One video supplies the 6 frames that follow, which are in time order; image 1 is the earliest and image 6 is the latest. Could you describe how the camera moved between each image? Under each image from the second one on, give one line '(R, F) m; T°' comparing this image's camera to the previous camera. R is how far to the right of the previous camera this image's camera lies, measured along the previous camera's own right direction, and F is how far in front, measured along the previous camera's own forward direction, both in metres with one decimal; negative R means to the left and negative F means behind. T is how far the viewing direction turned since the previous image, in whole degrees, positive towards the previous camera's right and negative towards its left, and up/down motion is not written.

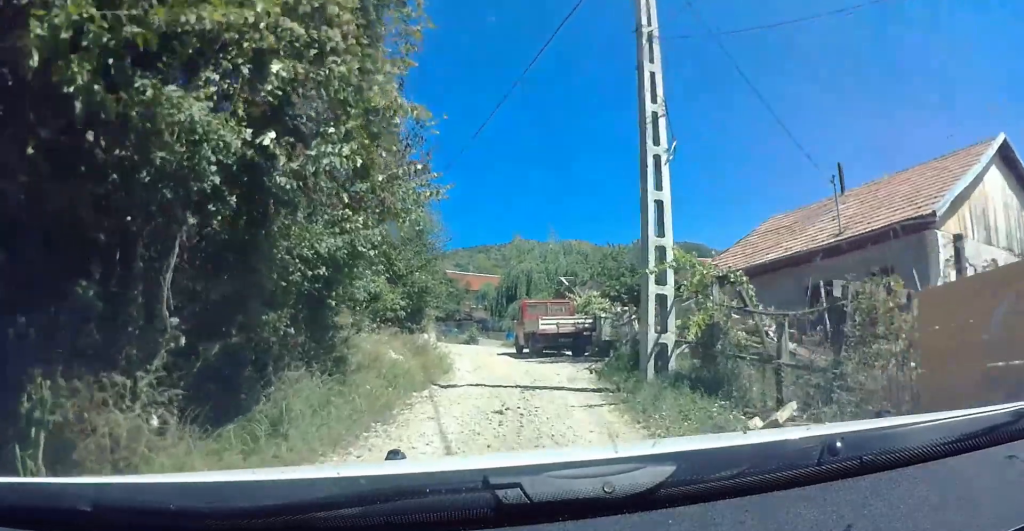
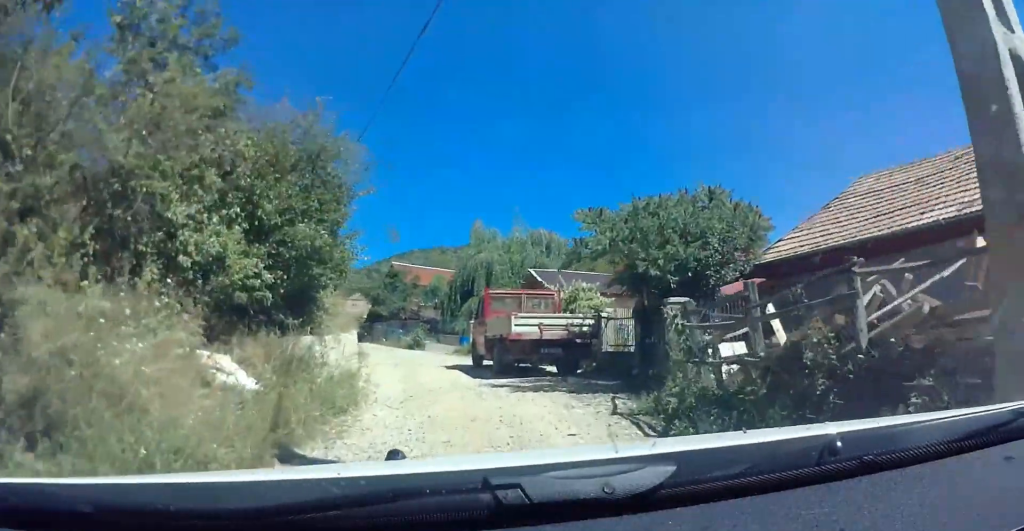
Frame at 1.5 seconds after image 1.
(0.0, +8.8) m; 0°
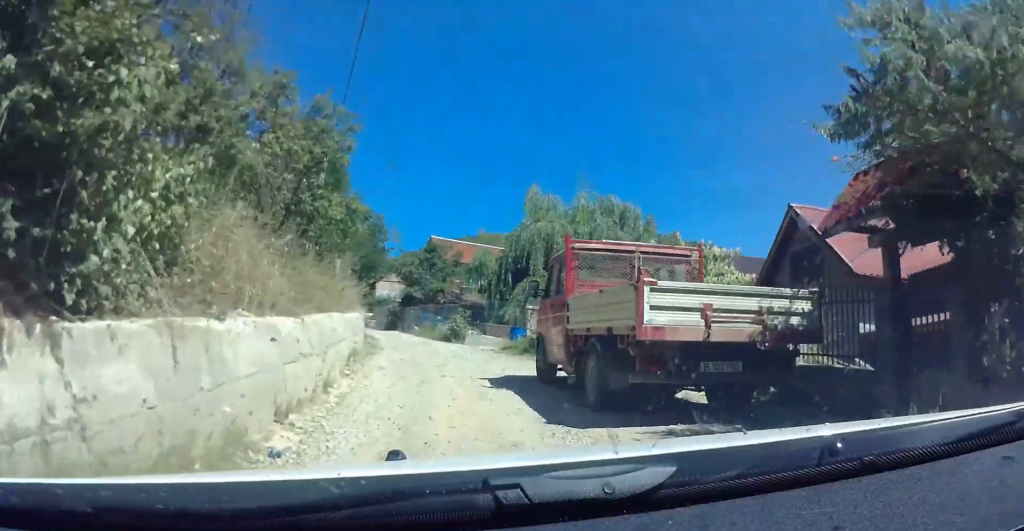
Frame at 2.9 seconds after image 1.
(0.0, +8.7) m; 0°
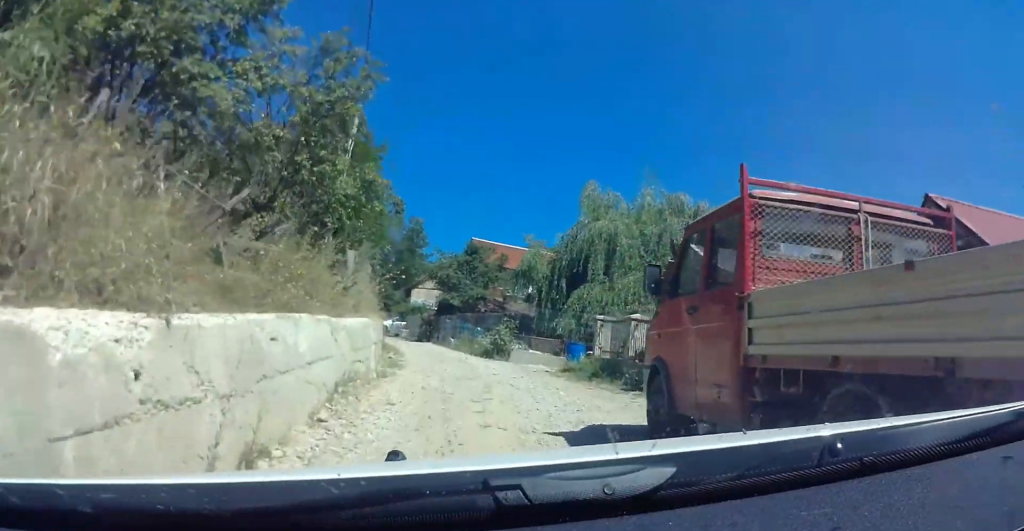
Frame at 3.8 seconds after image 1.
(0.0, +5.0) m; -3°
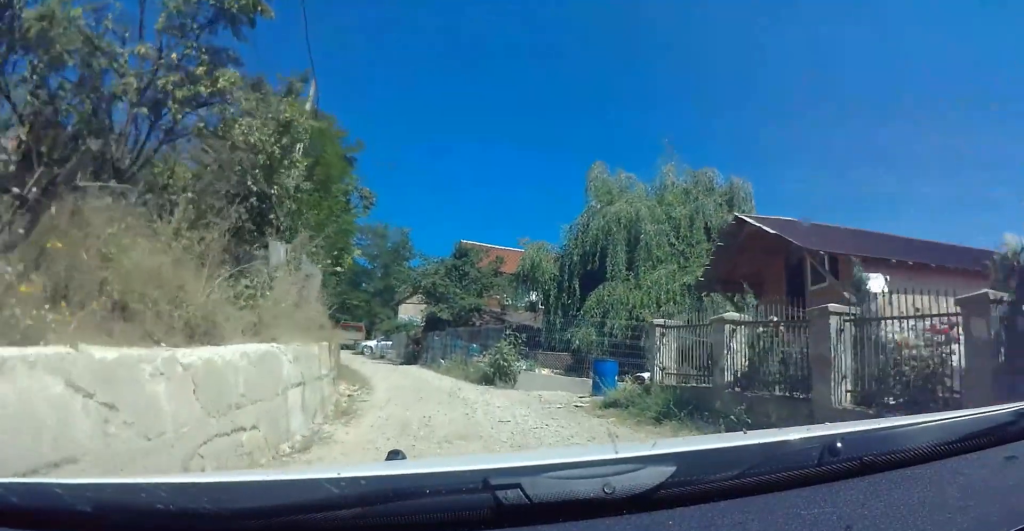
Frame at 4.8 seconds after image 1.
(-0.3, +5.5) m; -12°
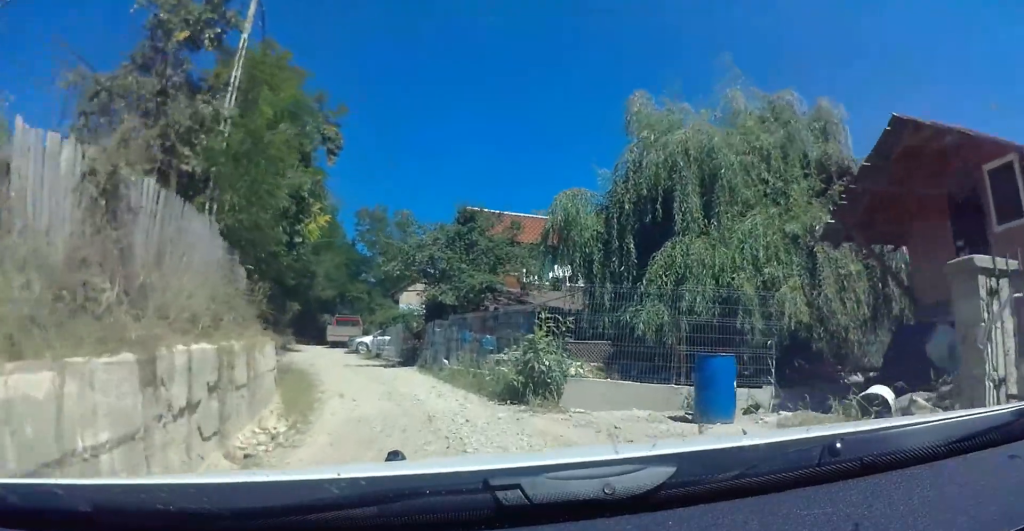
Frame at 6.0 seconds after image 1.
(-1.0, +6.6) m; -5°
